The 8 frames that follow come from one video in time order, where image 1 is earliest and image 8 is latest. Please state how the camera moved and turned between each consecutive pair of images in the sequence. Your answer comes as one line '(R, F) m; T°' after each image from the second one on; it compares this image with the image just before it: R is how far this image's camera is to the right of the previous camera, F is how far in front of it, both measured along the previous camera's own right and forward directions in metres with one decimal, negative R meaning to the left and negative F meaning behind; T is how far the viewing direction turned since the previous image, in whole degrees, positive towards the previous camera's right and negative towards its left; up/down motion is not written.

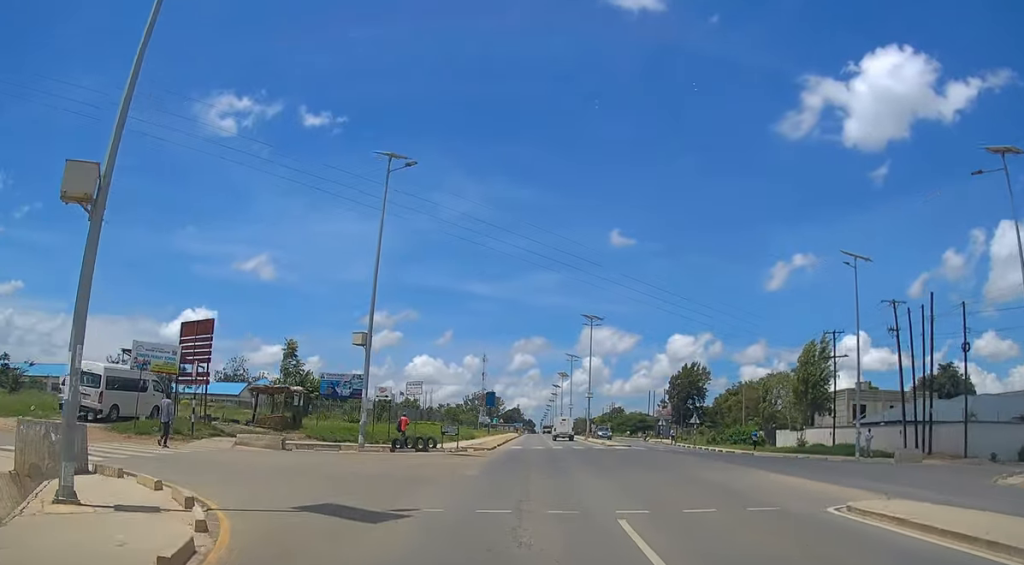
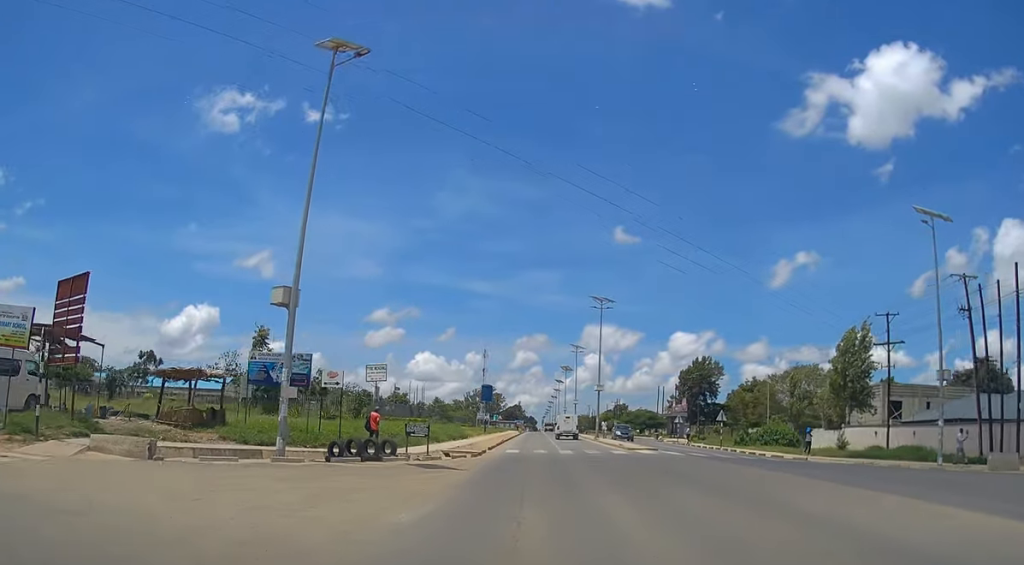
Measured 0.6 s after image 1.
(0.0, +9.1) m; 0°
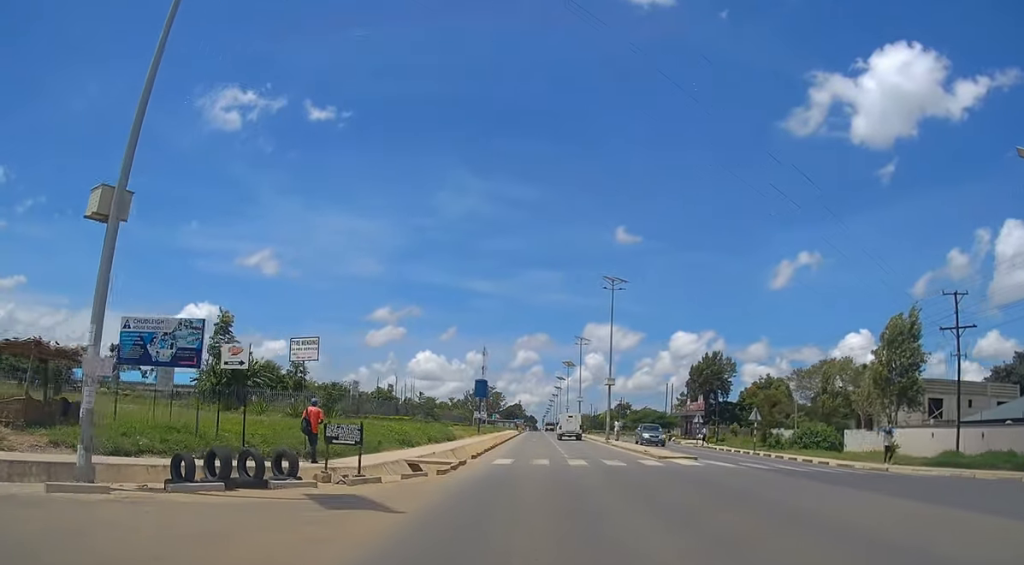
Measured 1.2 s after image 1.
(0.0, +8.8) m; 0°
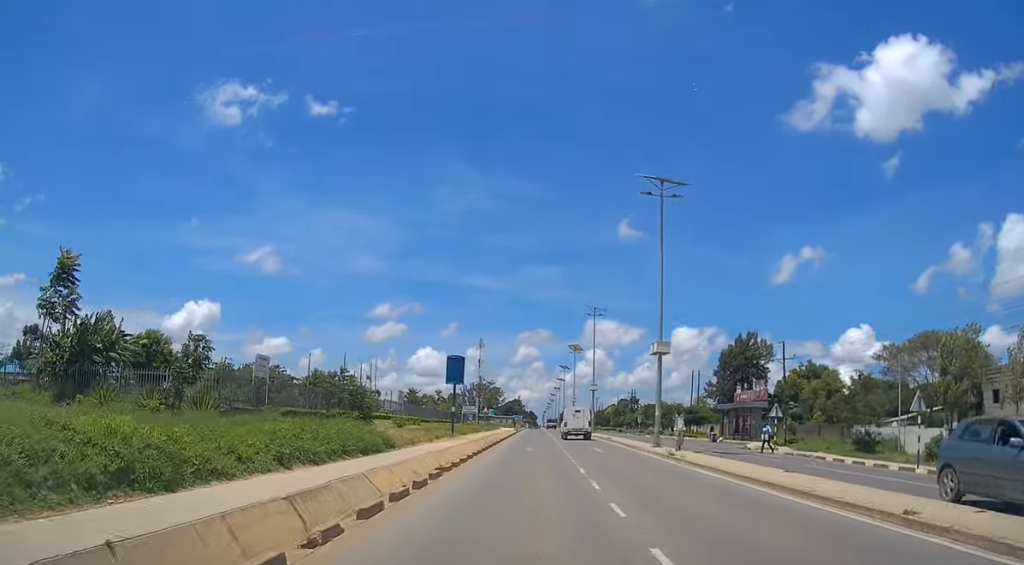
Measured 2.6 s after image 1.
(0.0, +21.8) m; 0°
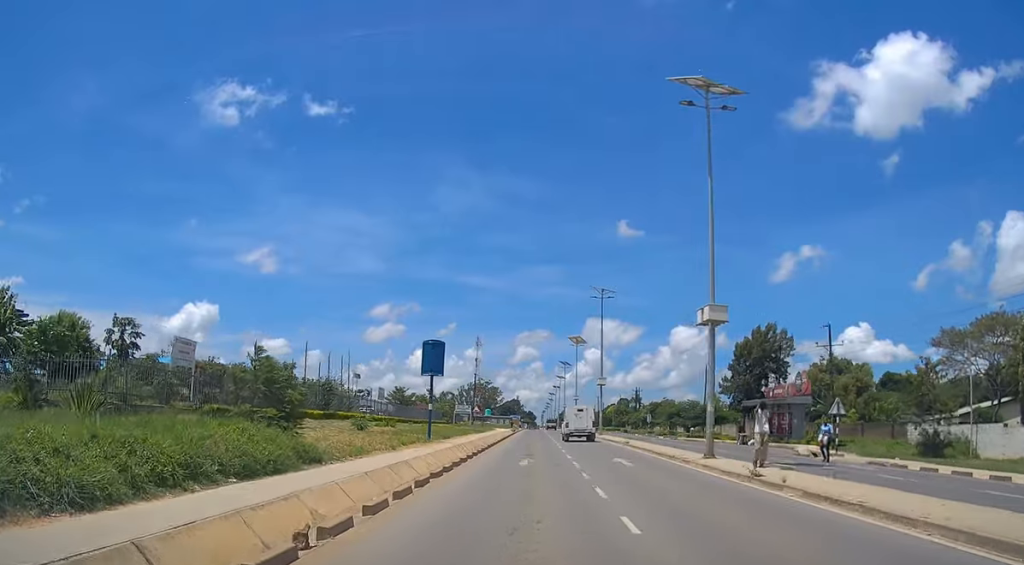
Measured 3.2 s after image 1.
(0.0, +9.6) m; 0°
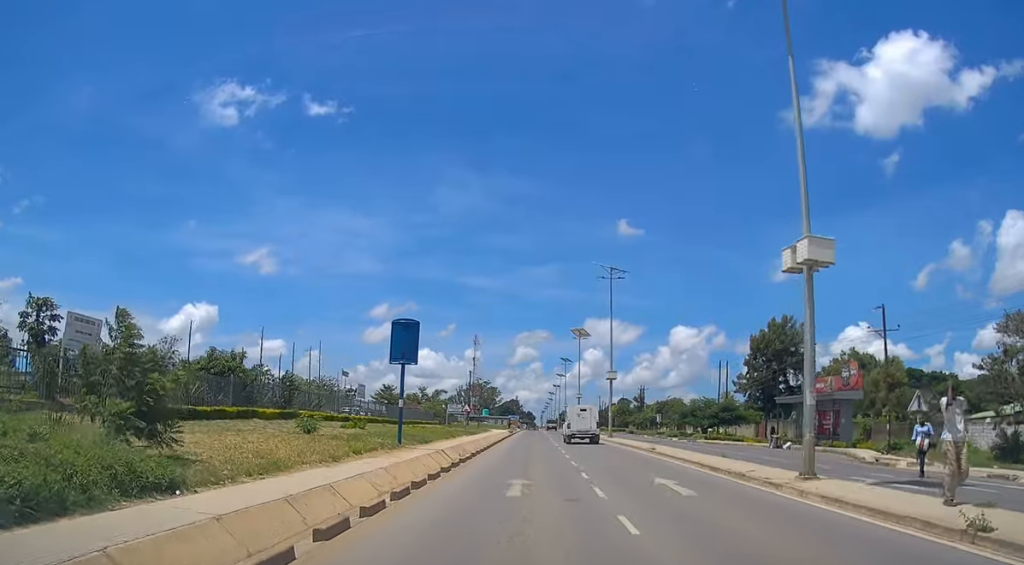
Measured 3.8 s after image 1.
(0.0, +8.1) m; 0°
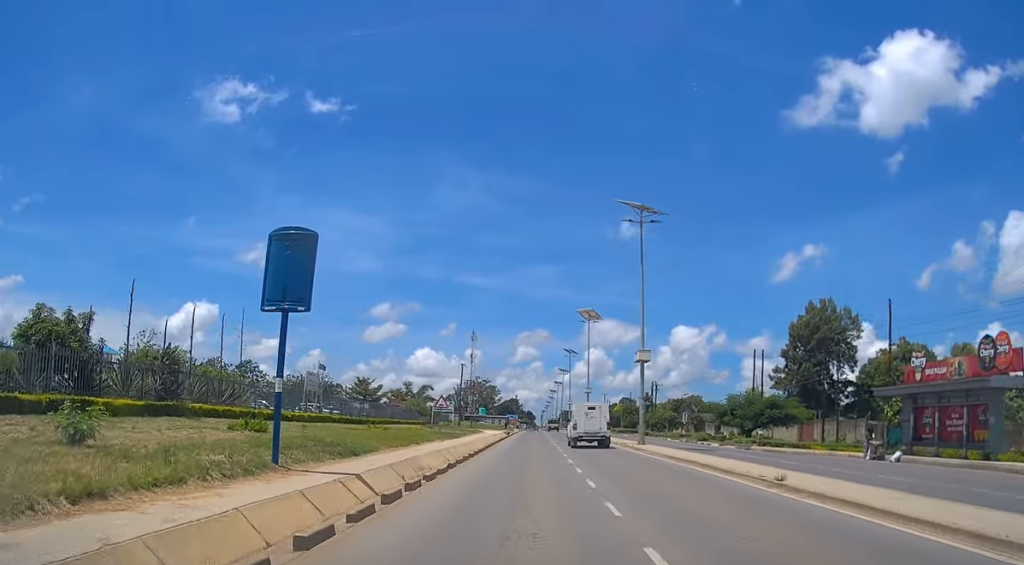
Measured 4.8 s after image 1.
(0.0, +14.5) m; 0°
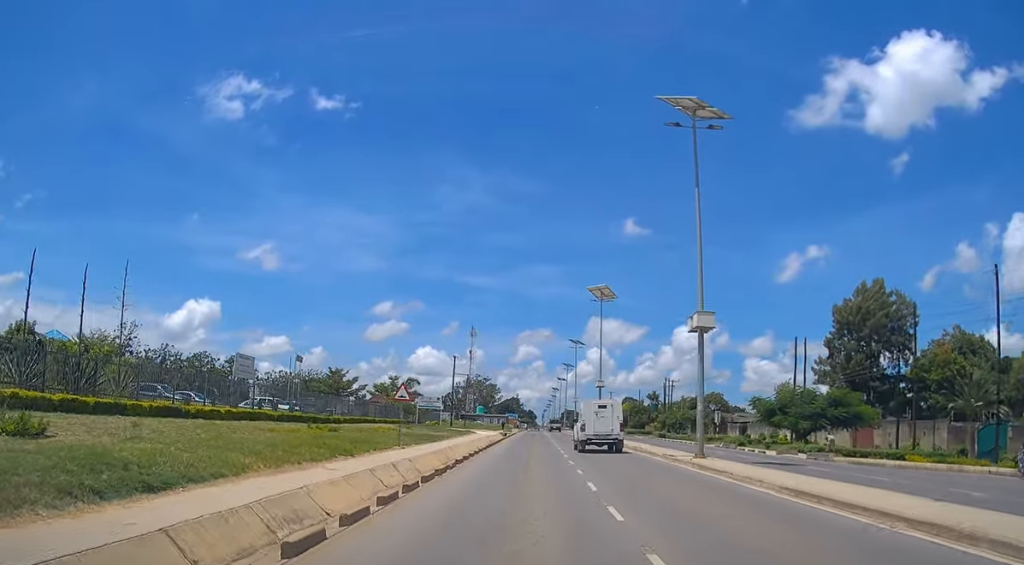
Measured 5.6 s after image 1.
(0.0, +12.2) m; 0°
